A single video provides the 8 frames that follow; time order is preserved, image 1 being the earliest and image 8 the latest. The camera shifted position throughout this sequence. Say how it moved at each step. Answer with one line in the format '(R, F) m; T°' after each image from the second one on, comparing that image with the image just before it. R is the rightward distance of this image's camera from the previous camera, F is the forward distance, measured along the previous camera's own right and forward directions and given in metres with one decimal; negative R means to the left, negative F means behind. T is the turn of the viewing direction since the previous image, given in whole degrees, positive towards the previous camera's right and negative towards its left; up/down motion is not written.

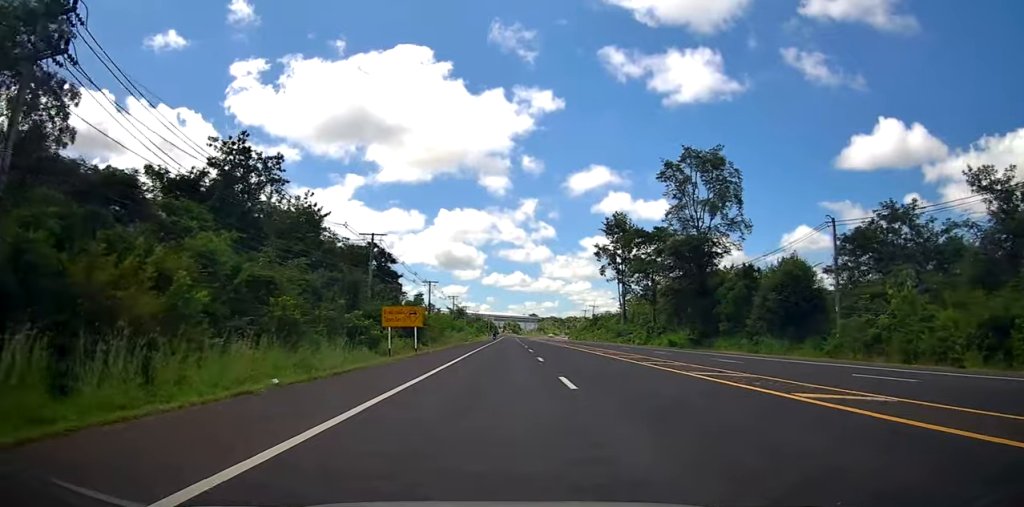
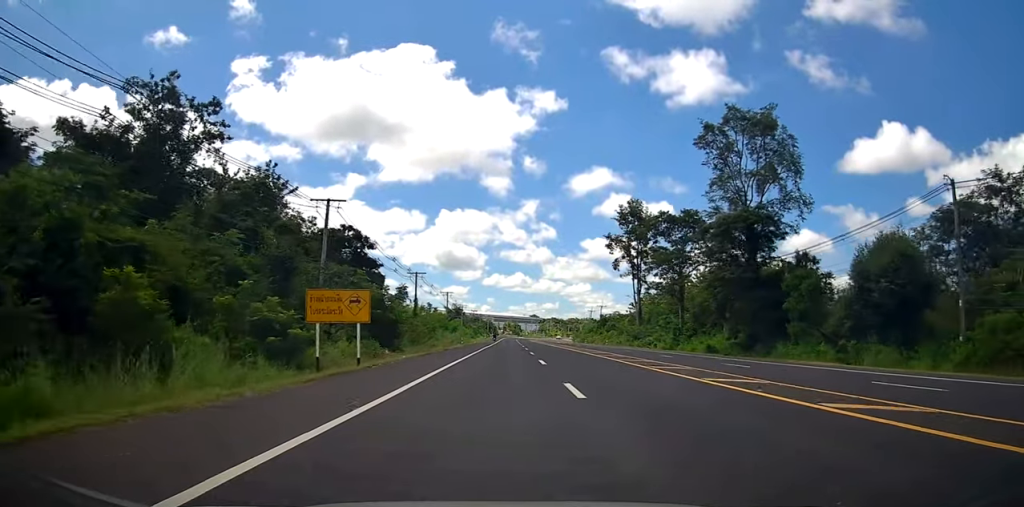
(0.0, +12.9) m; +1°
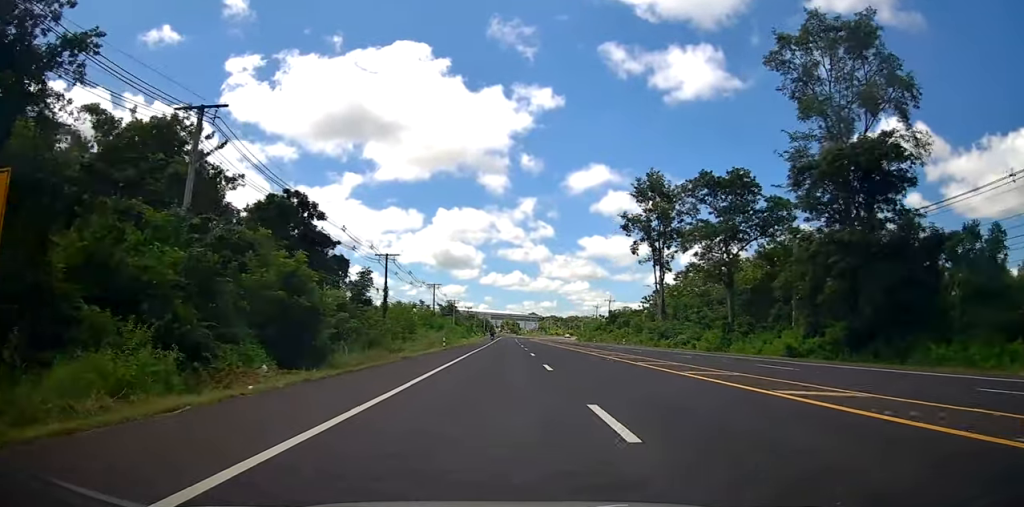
(+0.3, +16.3) m; +1°
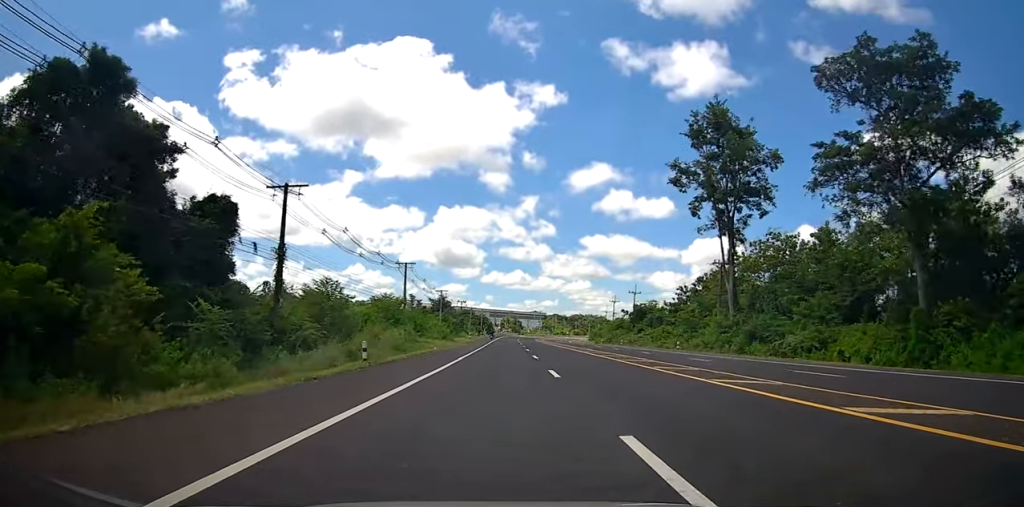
(+0.1, +26.7) m; 0°
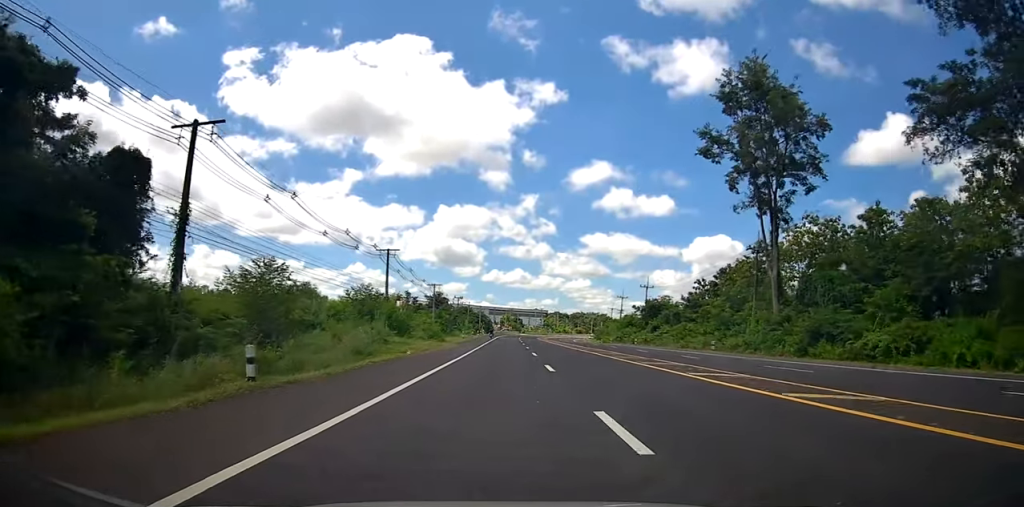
(0.0, +9.9) m; 0°
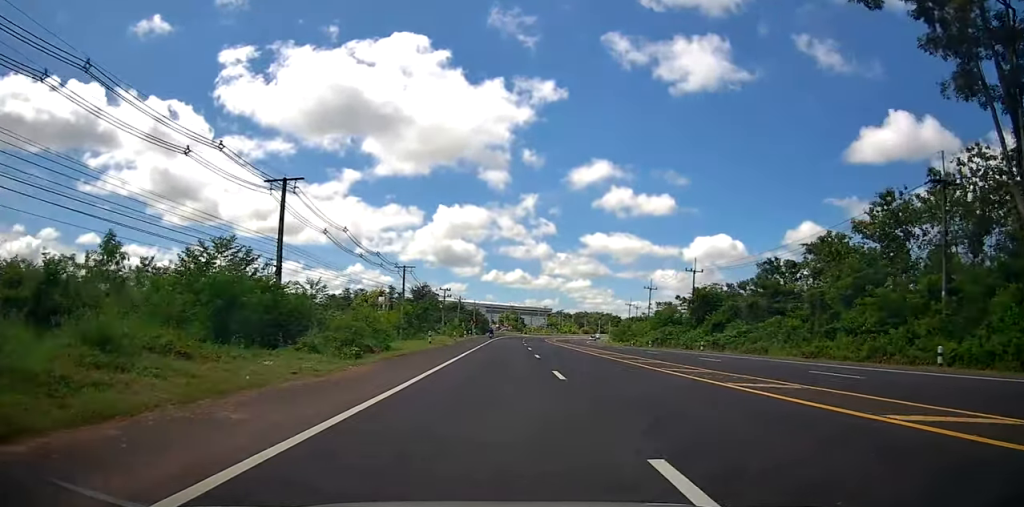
(-0.1, +27.3) m; 0°
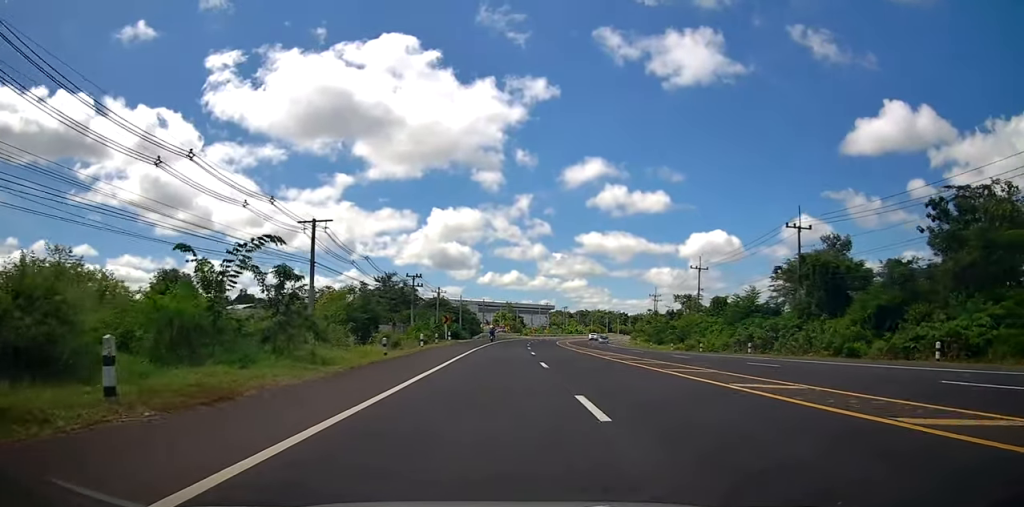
(-0.3, +30.3) m; 0°
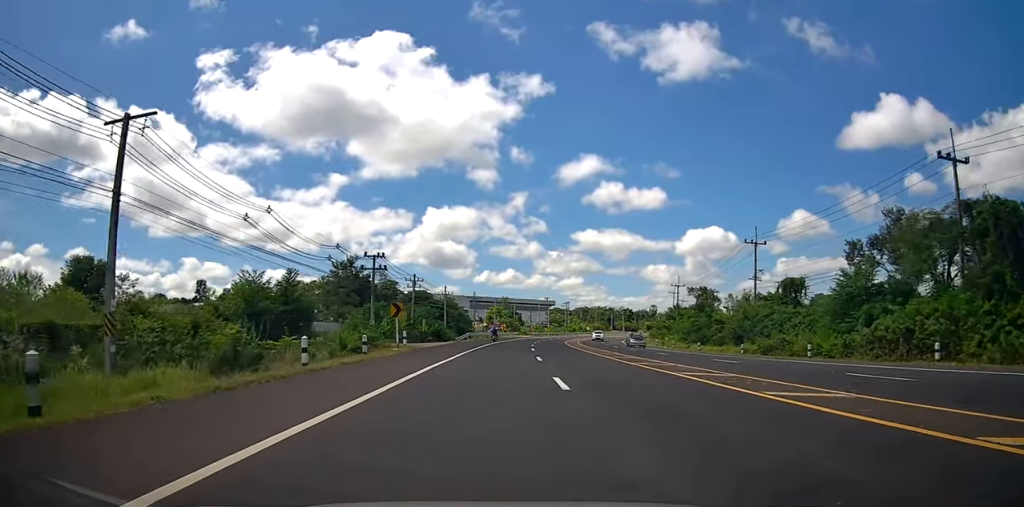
(+0.4, +20.0) m; +1°
